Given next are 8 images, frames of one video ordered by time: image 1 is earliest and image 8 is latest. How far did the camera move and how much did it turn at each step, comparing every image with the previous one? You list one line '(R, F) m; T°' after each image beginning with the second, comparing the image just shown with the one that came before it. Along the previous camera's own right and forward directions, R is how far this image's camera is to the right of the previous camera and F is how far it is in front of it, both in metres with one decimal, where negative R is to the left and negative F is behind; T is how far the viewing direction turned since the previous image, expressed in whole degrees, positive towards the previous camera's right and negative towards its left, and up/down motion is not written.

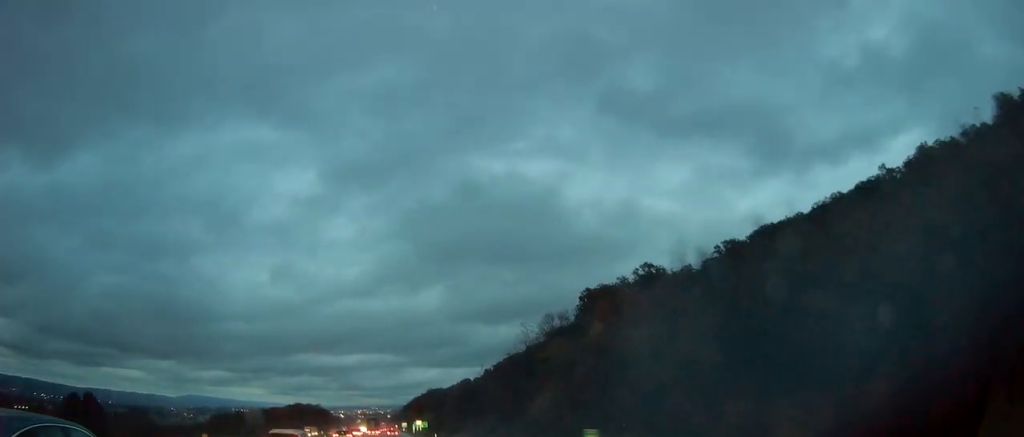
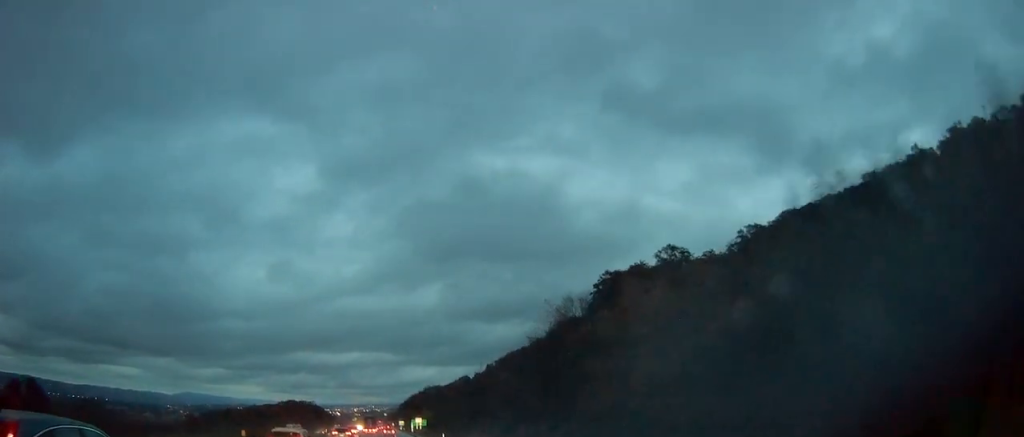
(+0.3, +14.7) m; +1°
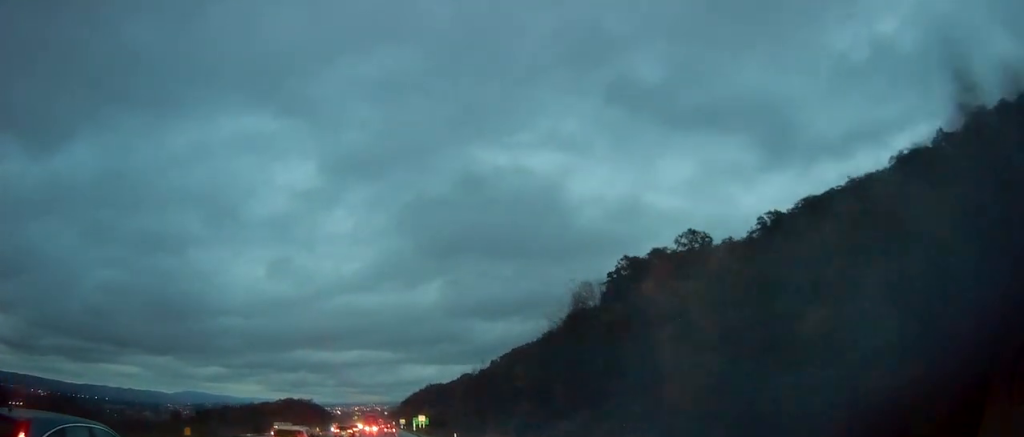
(0.0, +10.0) m; 0°
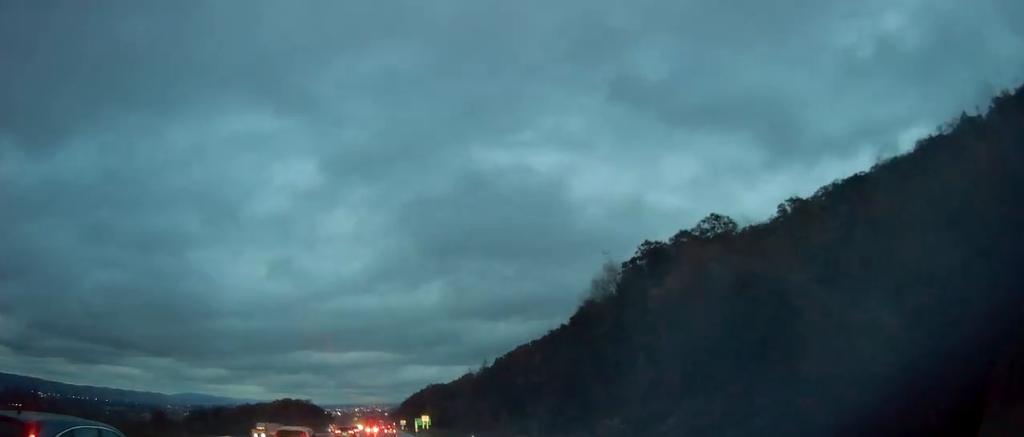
(0.0, +10.1) m; 0°
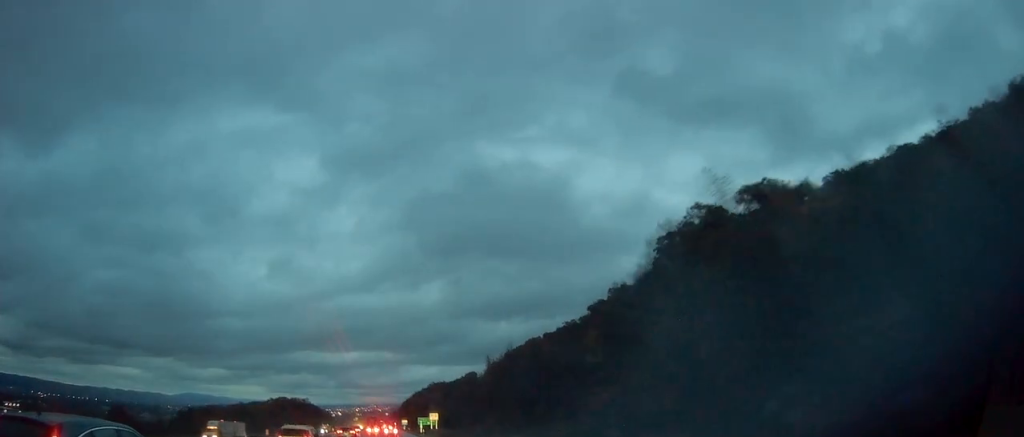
(0.0, +19.0) m; 0°
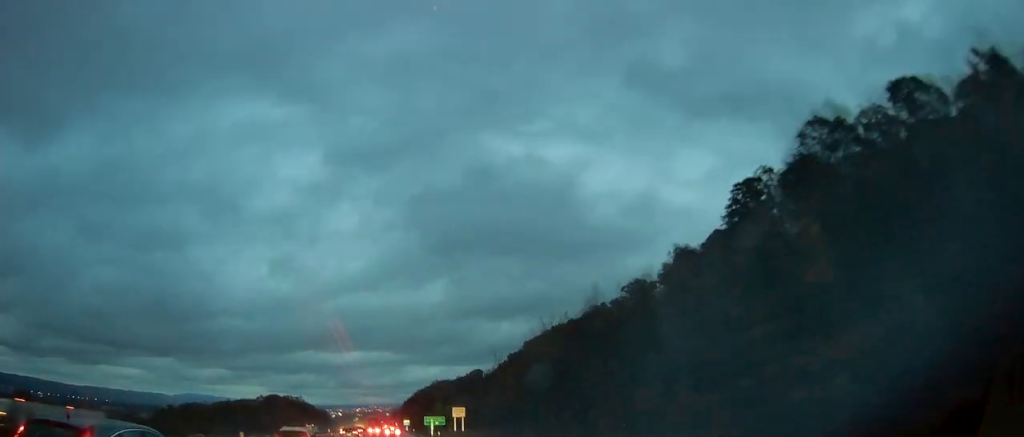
(+0.3, +30.4) m; -1°
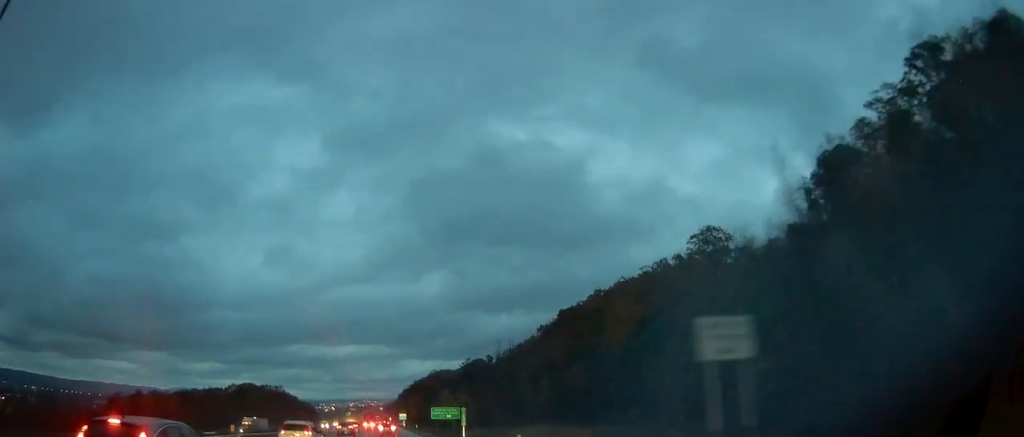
(-0.3, +47.1) m; +1°
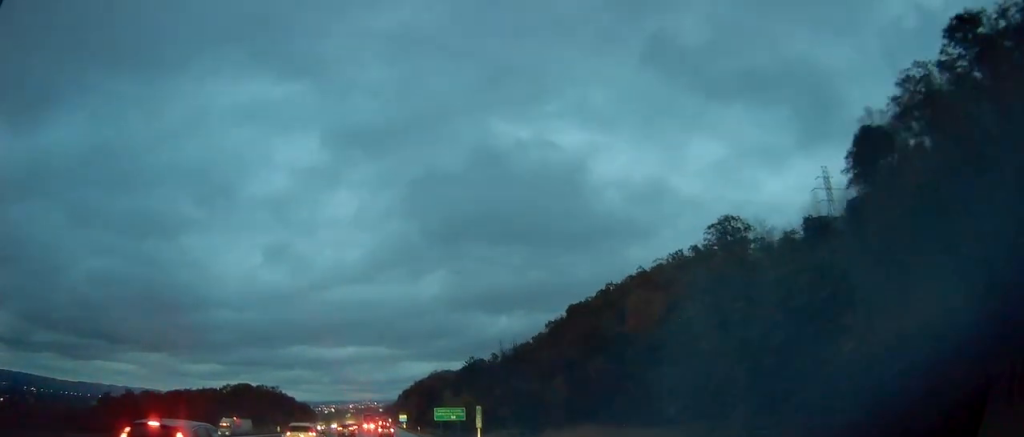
(+0.1, +9.7) m; 0°
